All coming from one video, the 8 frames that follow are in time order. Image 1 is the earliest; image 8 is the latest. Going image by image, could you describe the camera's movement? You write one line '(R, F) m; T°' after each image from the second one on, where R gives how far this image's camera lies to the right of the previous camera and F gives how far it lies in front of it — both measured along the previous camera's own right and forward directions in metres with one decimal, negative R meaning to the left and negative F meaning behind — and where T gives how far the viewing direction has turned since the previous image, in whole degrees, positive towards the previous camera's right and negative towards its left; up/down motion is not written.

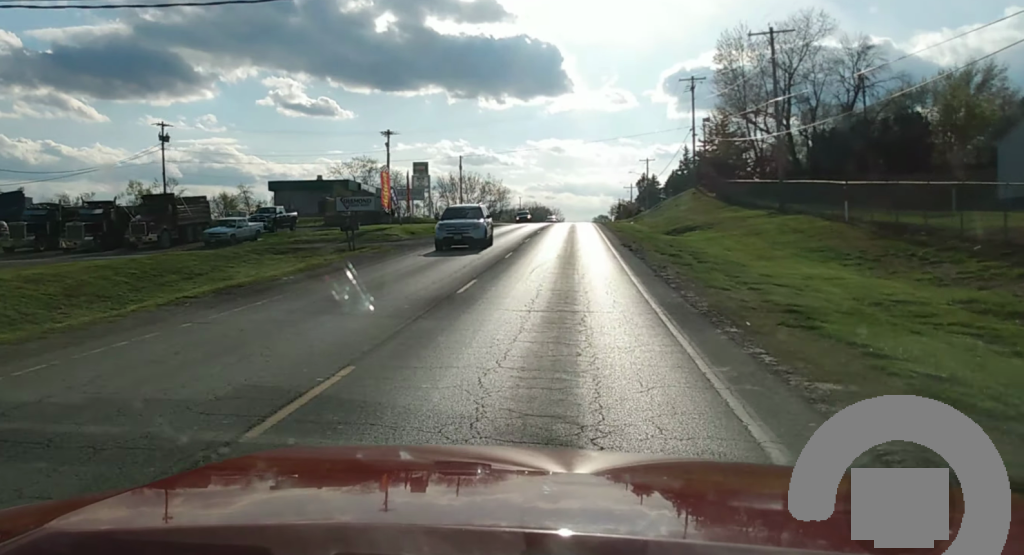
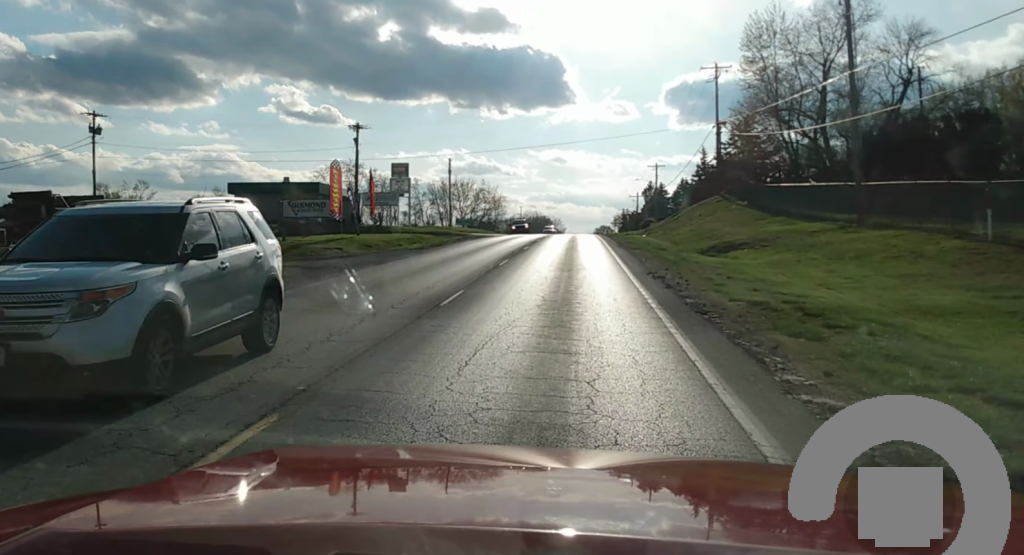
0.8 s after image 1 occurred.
(0.0, +12.3) m; 0°
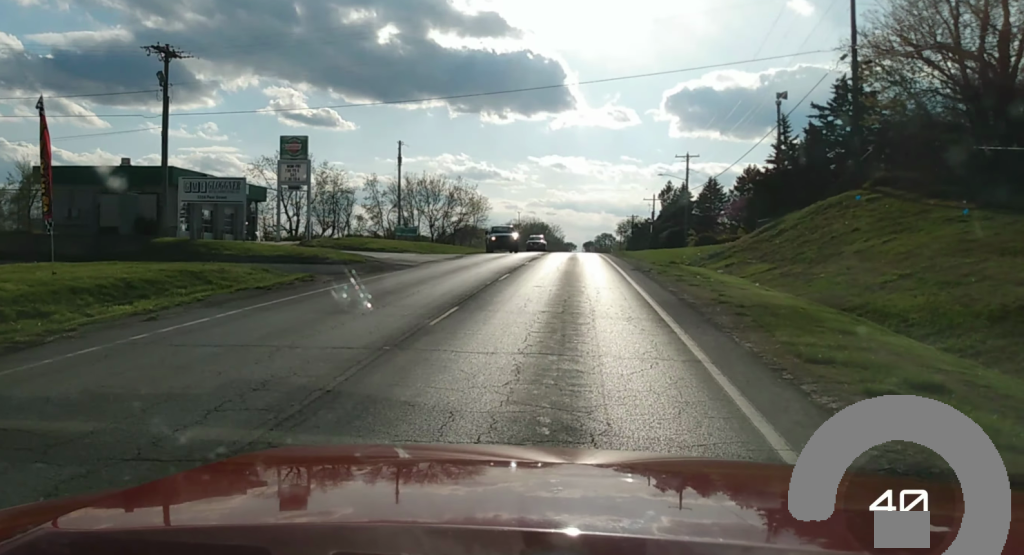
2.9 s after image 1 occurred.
(-0.5, +39.0) m; -1°
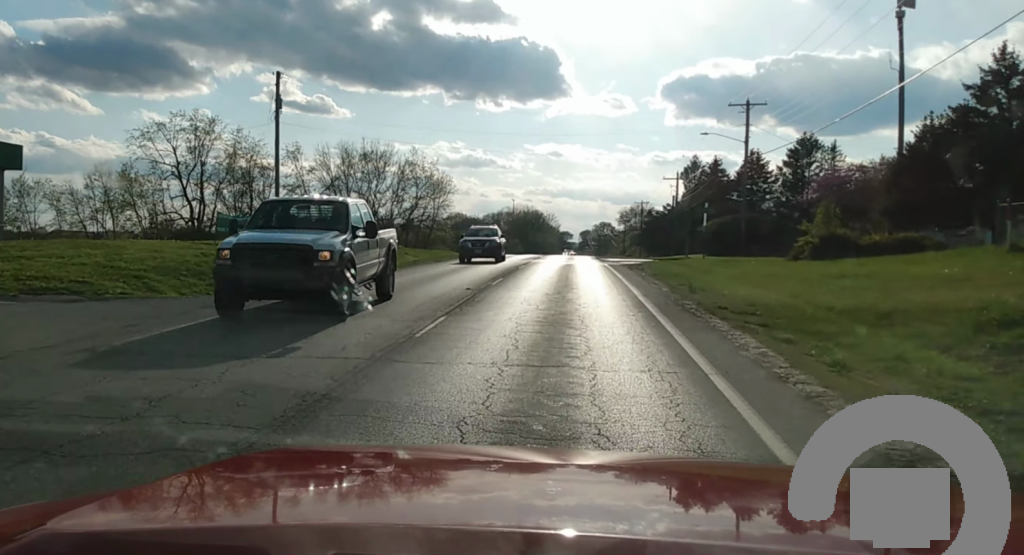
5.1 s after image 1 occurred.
(+0.7, +44.8) m; +1°
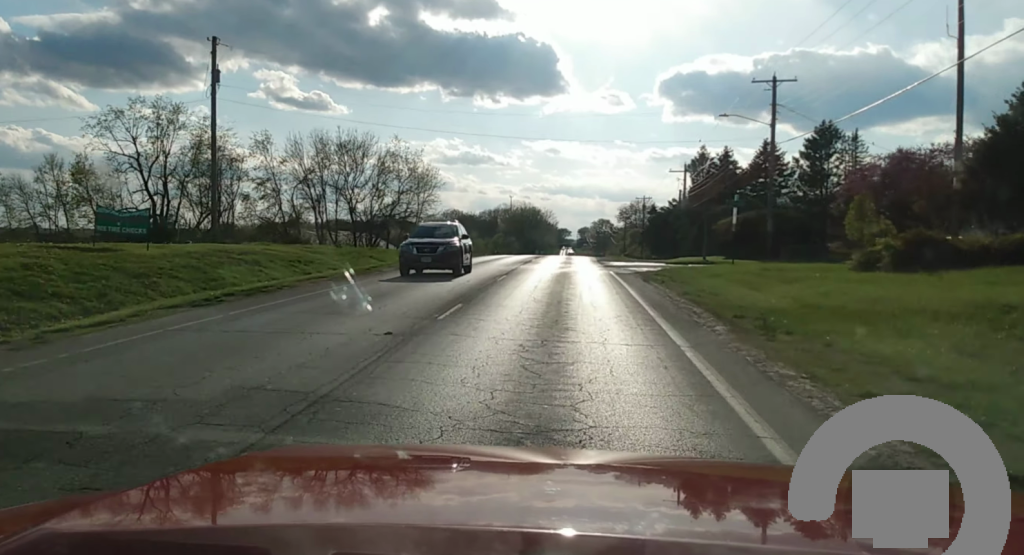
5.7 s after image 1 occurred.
(-0.1, +11.1) m; -1°
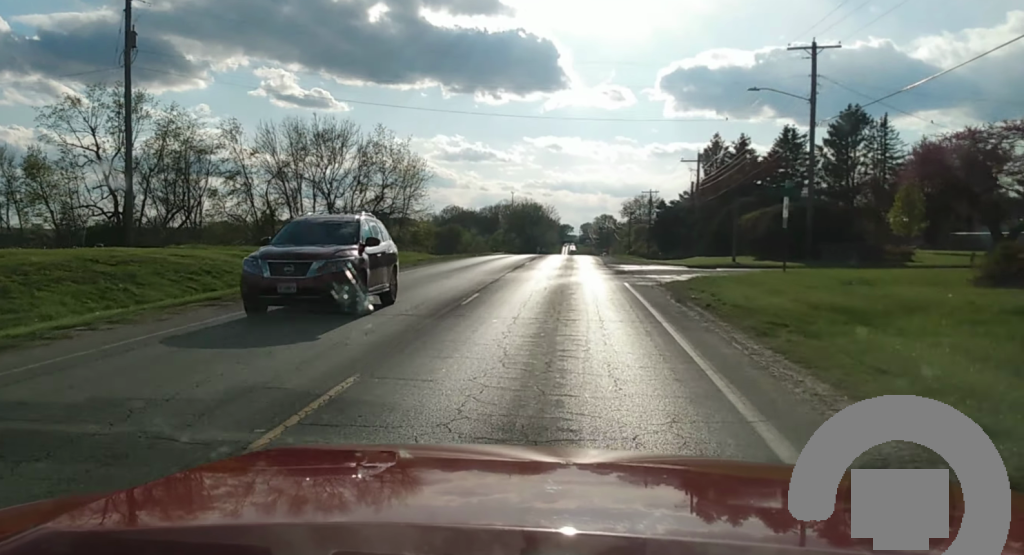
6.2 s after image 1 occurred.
(-0.1, +8.9) m; -1°
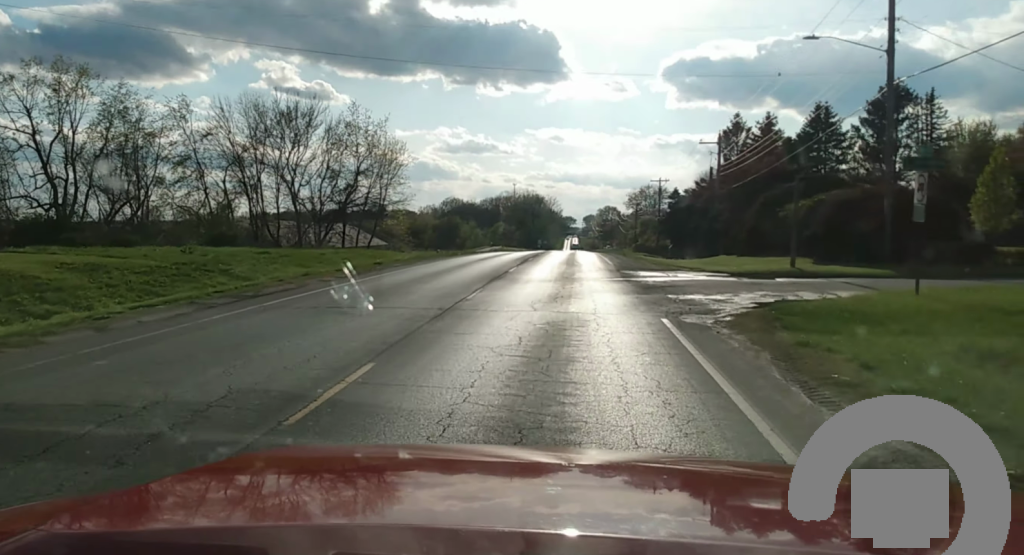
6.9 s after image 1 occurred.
(-0.1, +11.6) m; 0°
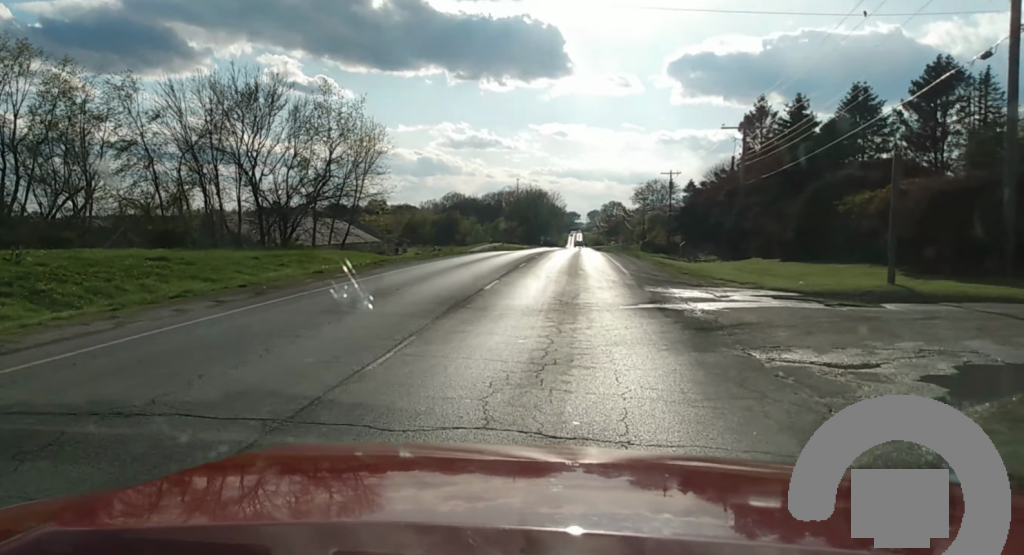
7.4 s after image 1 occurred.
(0.0, +9.7) m; 0°
